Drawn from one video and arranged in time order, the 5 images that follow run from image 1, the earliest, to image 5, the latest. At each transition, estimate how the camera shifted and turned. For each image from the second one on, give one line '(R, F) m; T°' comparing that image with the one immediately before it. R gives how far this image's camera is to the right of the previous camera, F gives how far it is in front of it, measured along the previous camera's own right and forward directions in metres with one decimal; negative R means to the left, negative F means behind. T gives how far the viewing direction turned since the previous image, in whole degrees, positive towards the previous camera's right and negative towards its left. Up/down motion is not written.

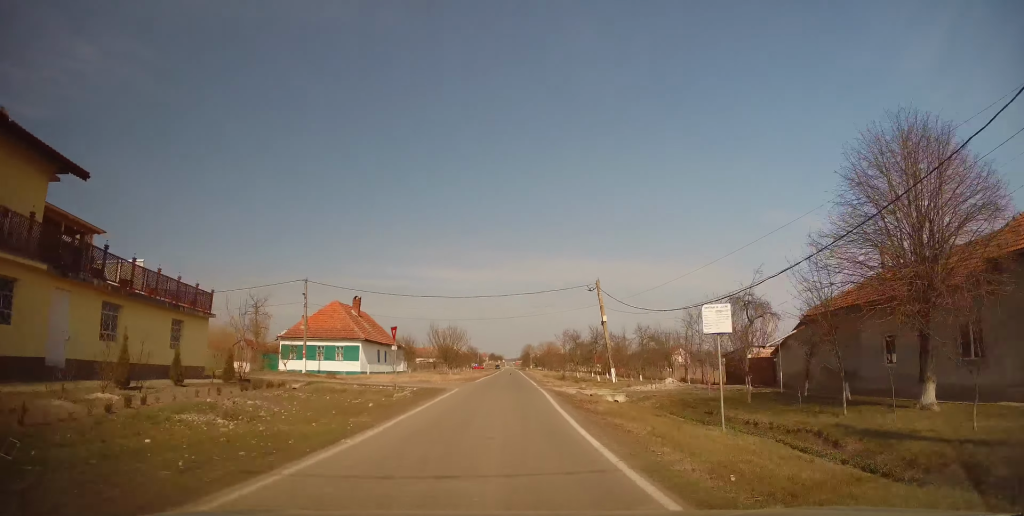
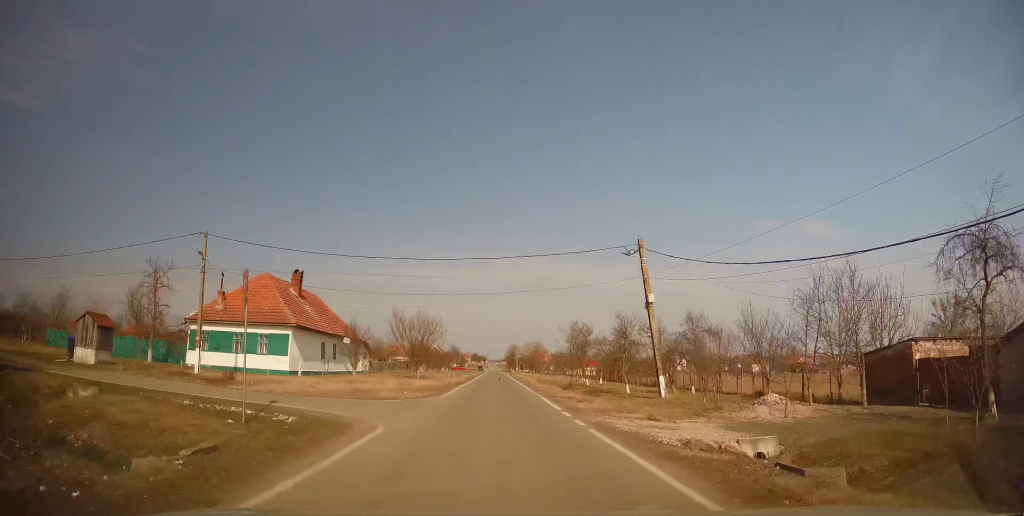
(0.0, +14.8) m; 0°
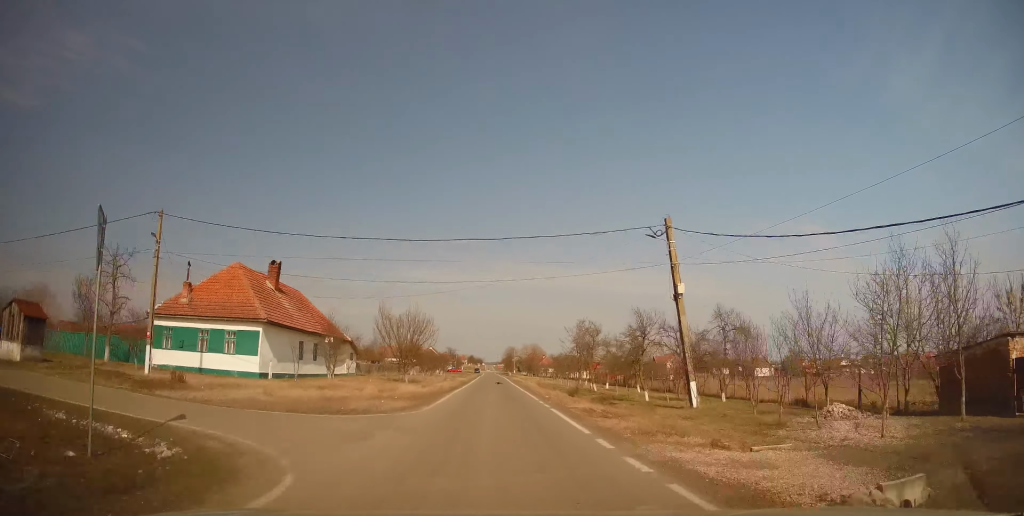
(0.0, +4.7) m; 0°
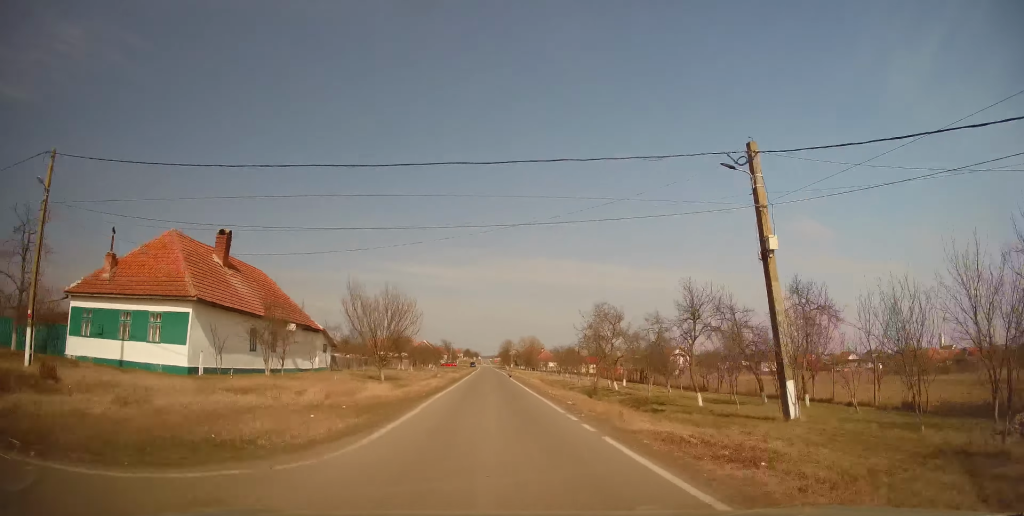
(0.0, +8.1) m; +1°
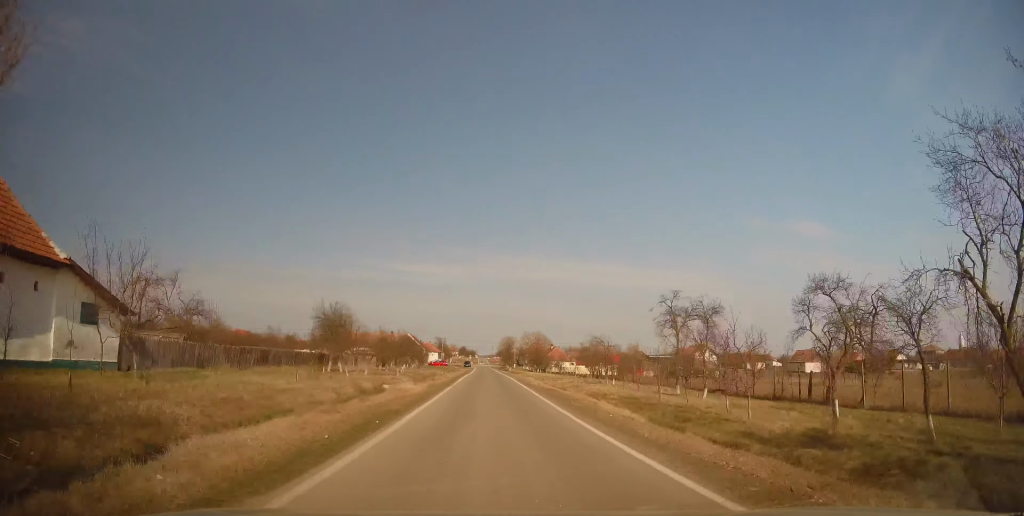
(+0.3, +28.9) m; +1°
